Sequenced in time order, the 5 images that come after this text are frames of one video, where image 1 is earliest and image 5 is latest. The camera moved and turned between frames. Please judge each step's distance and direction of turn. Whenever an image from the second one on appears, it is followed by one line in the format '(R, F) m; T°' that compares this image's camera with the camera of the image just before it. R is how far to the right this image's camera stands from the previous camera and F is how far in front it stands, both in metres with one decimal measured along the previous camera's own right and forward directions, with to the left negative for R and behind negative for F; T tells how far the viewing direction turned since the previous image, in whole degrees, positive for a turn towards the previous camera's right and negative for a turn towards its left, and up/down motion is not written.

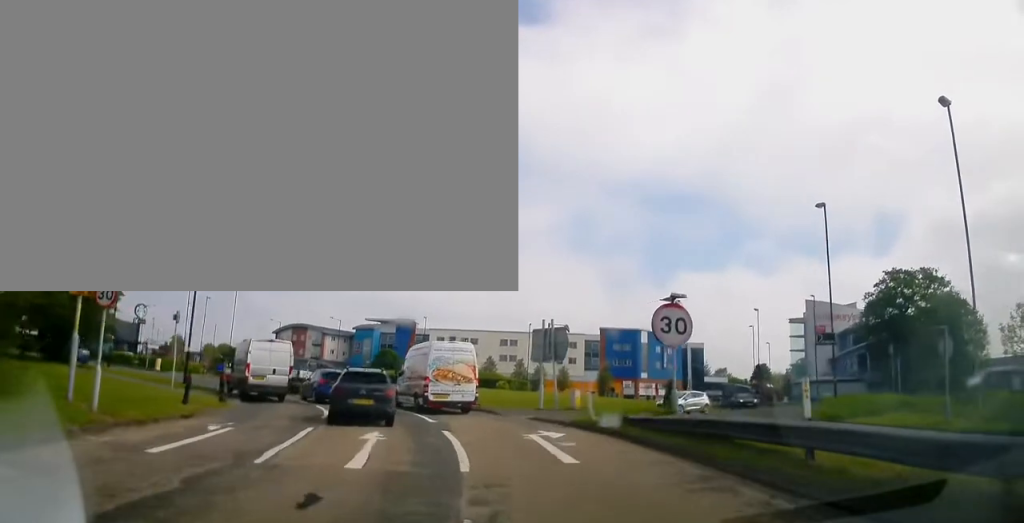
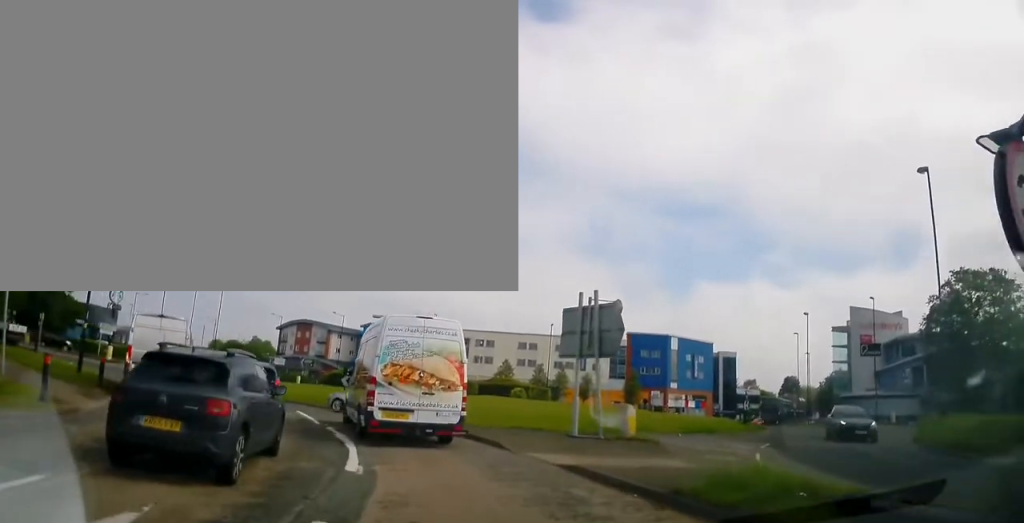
(+0.5, +9.4) m; +1°
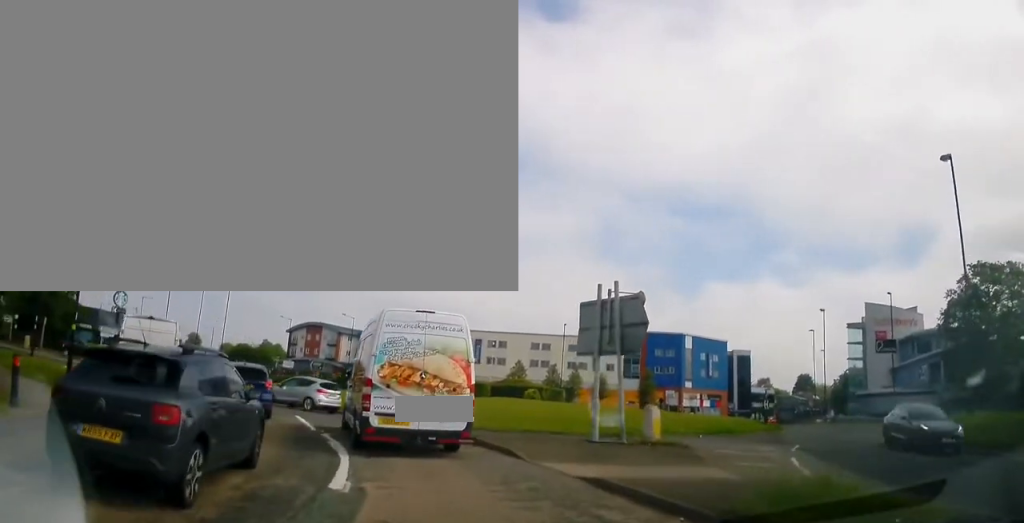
(+0.1, +1.4) m; -2°
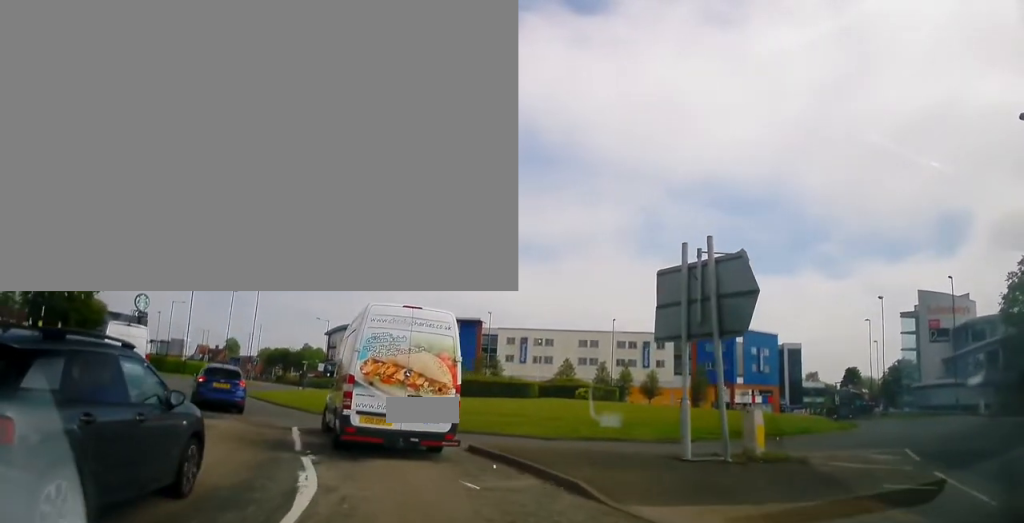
(-0.5, +4.3) m; -18°
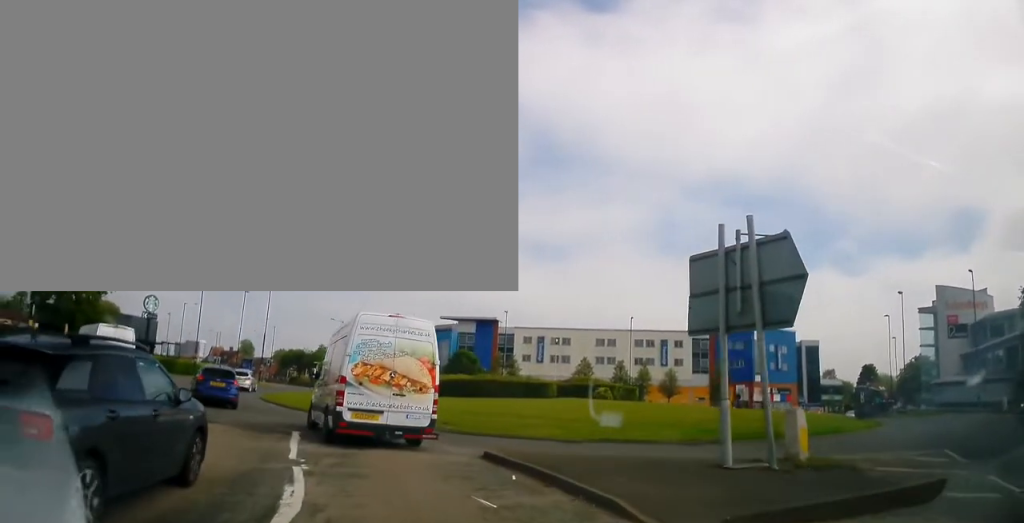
(0.0, +1.4) m; -2°
